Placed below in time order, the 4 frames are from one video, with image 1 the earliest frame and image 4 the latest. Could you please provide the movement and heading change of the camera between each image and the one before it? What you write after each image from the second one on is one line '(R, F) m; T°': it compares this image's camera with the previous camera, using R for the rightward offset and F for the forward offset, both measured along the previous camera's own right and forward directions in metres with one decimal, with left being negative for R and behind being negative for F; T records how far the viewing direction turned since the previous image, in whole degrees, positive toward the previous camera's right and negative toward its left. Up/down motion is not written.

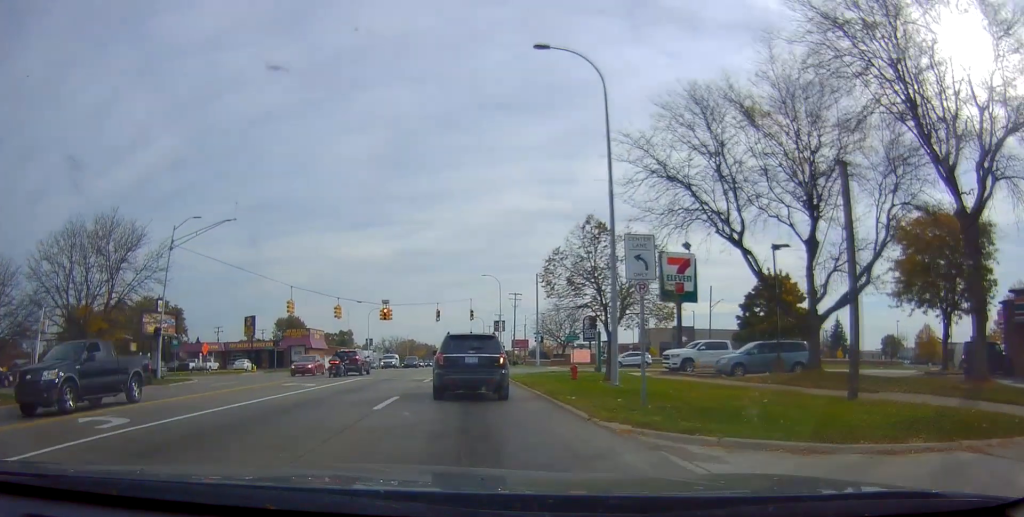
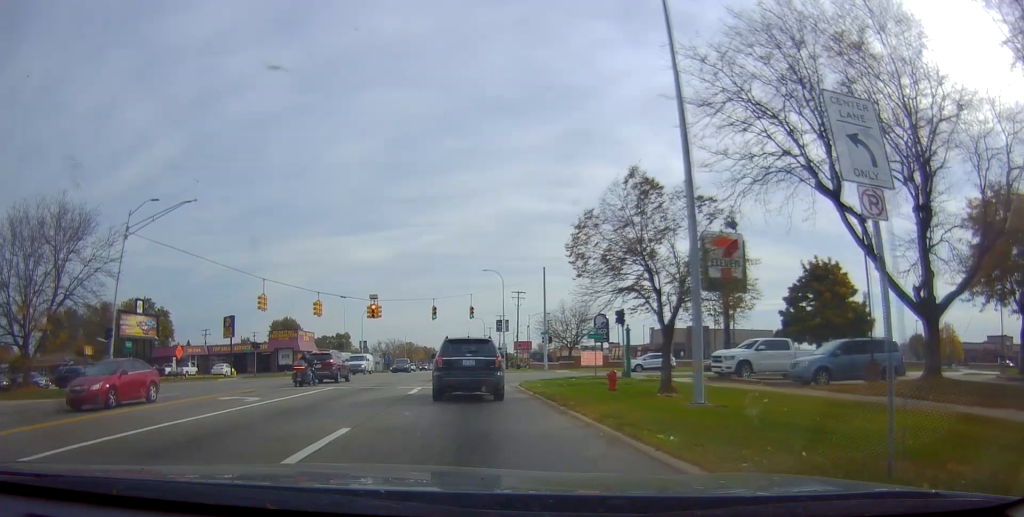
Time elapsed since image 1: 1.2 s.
(0.0, +6.9) m; 0°
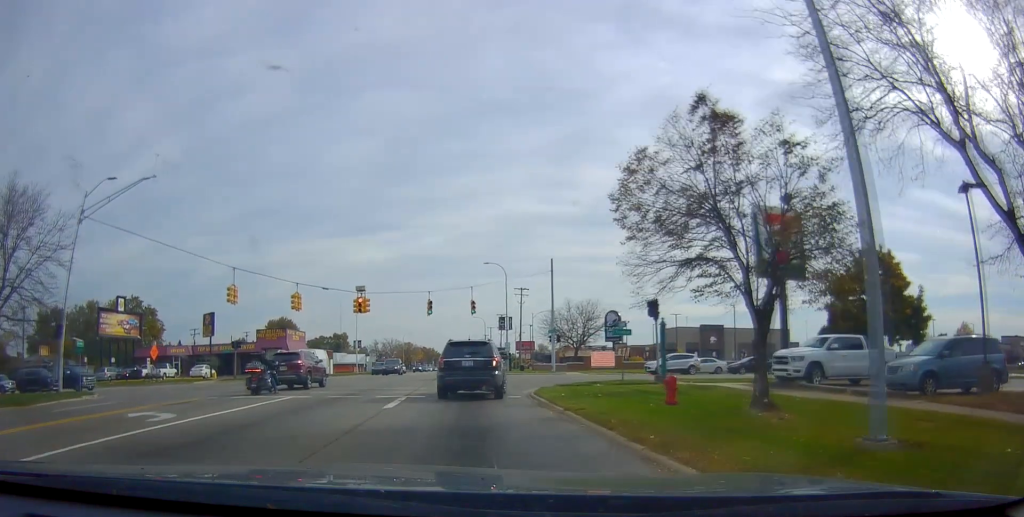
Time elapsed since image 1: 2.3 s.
(0.0, +5.6) m; -1°
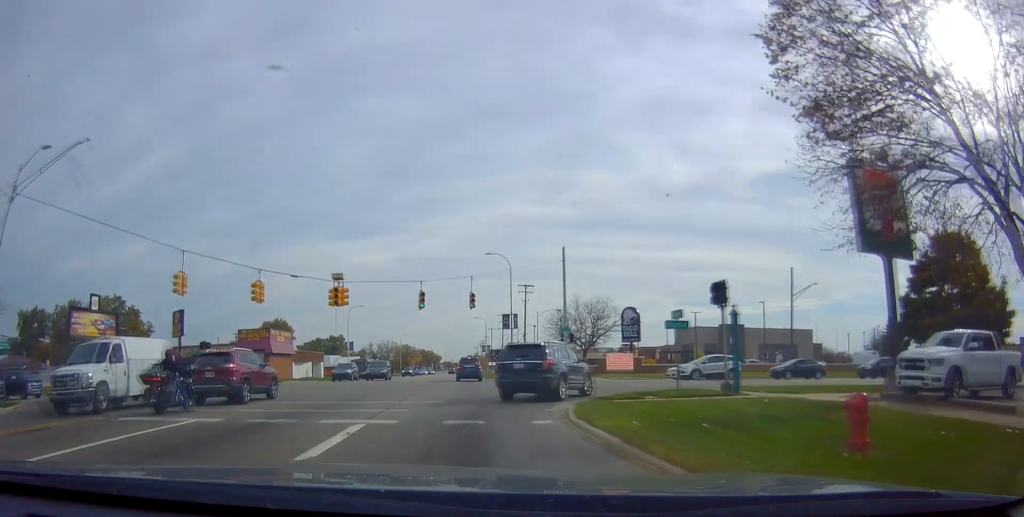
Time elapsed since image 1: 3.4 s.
(-0.2, +7.2) m; -3°
